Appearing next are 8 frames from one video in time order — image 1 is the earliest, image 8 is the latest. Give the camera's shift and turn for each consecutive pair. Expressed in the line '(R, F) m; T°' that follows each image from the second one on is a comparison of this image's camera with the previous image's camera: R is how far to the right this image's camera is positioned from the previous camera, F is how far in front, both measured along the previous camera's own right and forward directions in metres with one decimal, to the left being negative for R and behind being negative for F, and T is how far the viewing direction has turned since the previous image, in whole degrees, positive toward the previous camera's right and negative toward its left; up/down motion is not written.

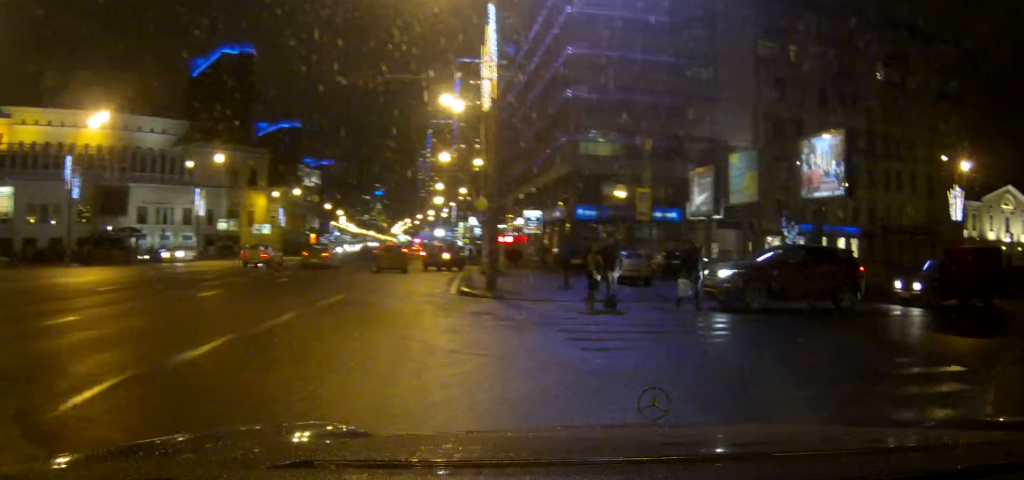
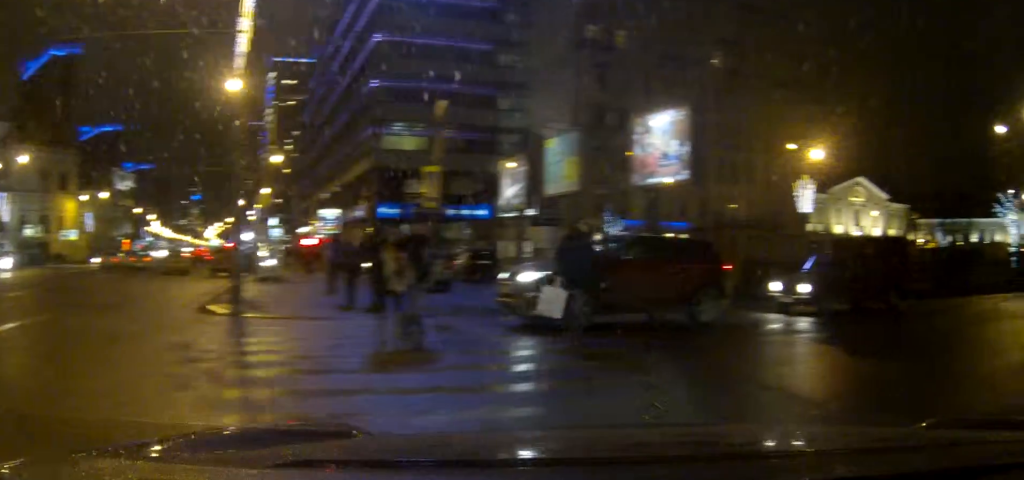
(+0.7, +5.5) m; +18°
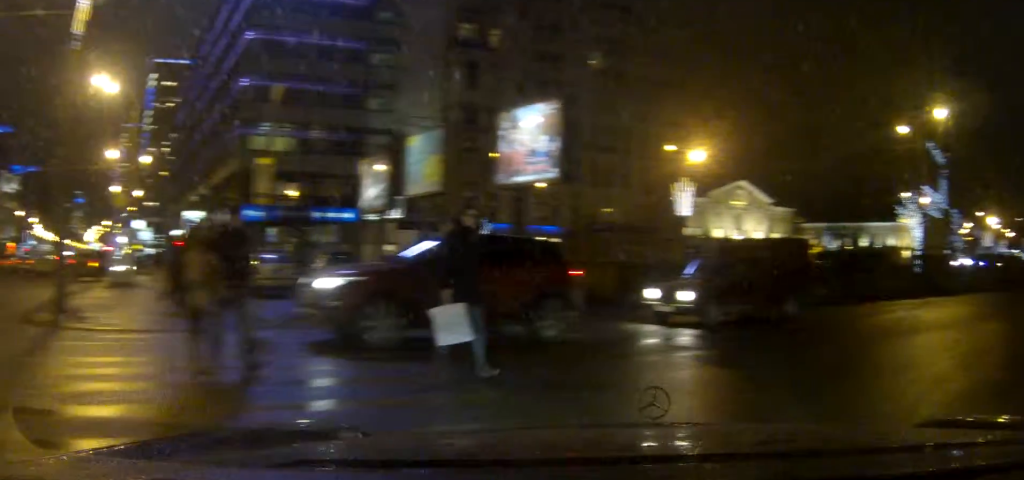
(0.0, +2.2) m; +9°
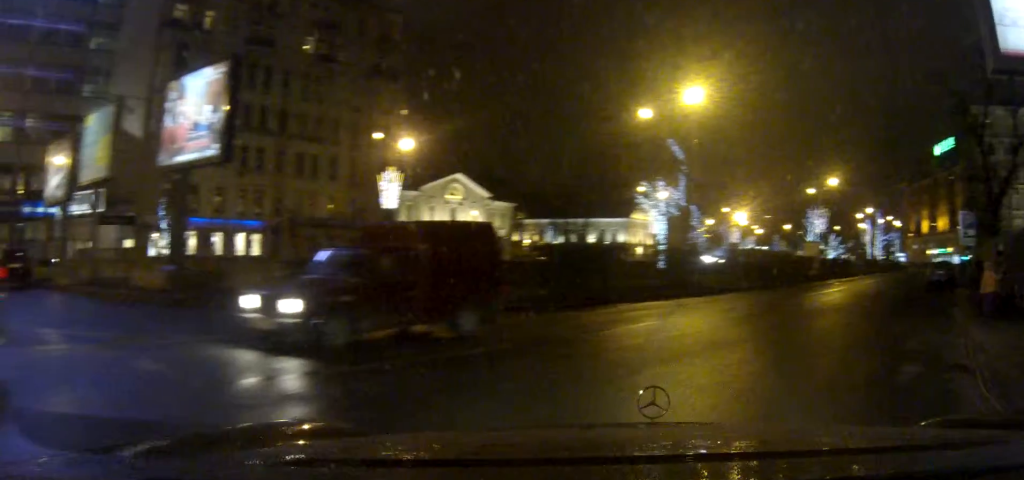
(+1.0, +4.5) m; +18°
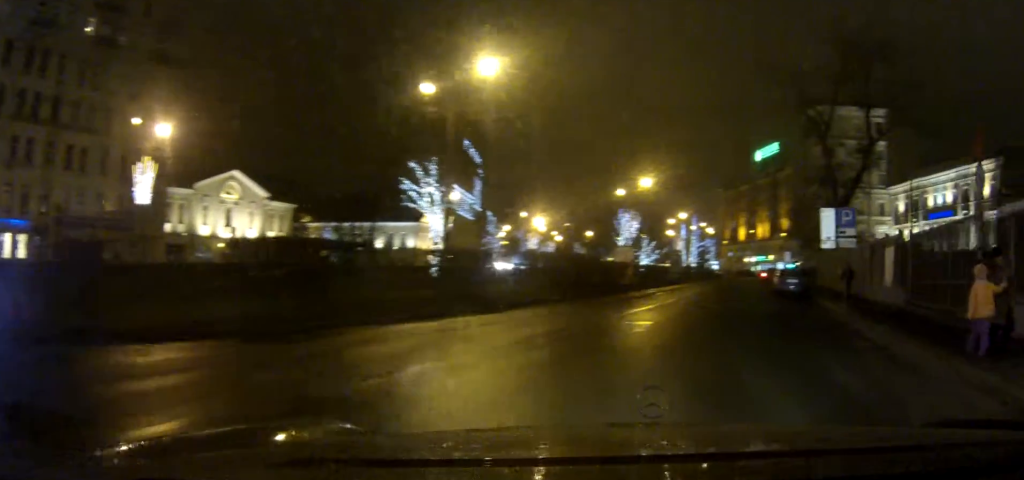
(+0.9, +6.8) m; +12°
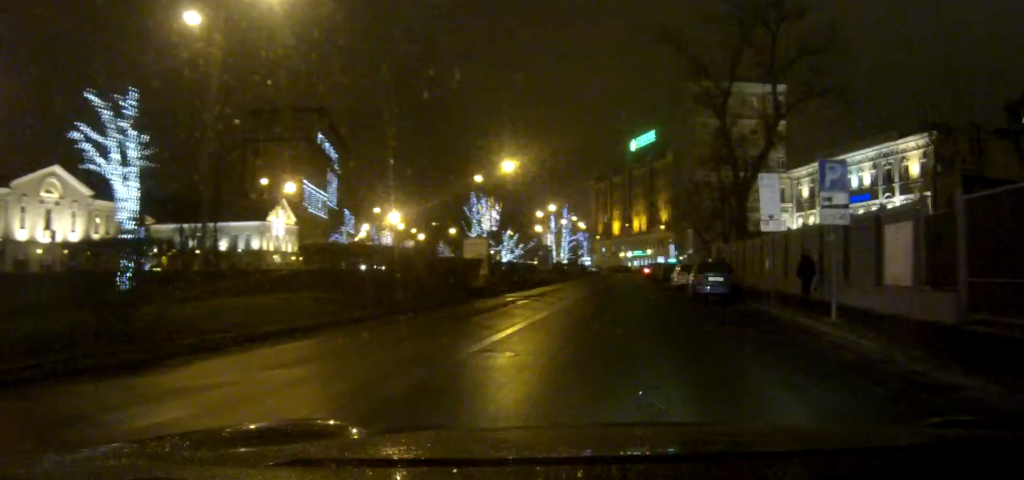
(+0.9, +10.2) m; +8°
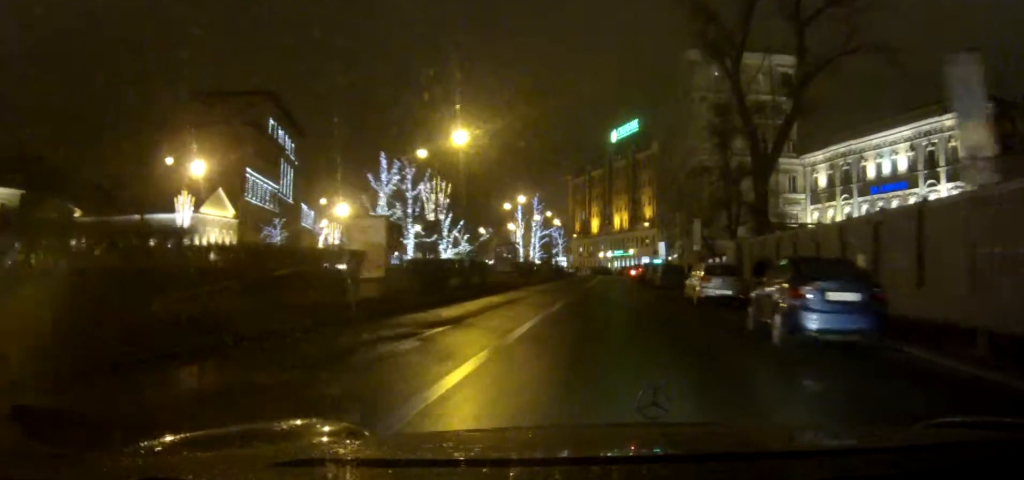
(+0.5, +13.6) m; +3°
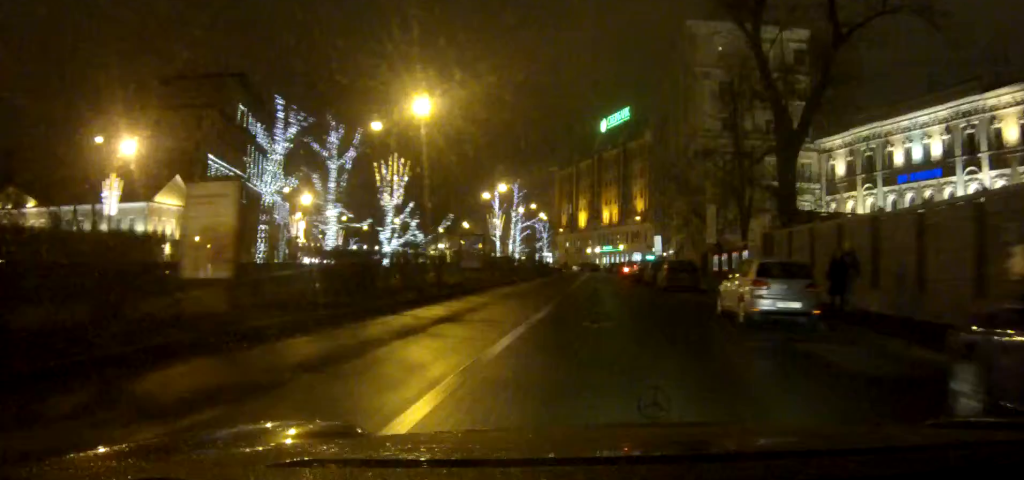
(0.0, +8.6) m; 0°
